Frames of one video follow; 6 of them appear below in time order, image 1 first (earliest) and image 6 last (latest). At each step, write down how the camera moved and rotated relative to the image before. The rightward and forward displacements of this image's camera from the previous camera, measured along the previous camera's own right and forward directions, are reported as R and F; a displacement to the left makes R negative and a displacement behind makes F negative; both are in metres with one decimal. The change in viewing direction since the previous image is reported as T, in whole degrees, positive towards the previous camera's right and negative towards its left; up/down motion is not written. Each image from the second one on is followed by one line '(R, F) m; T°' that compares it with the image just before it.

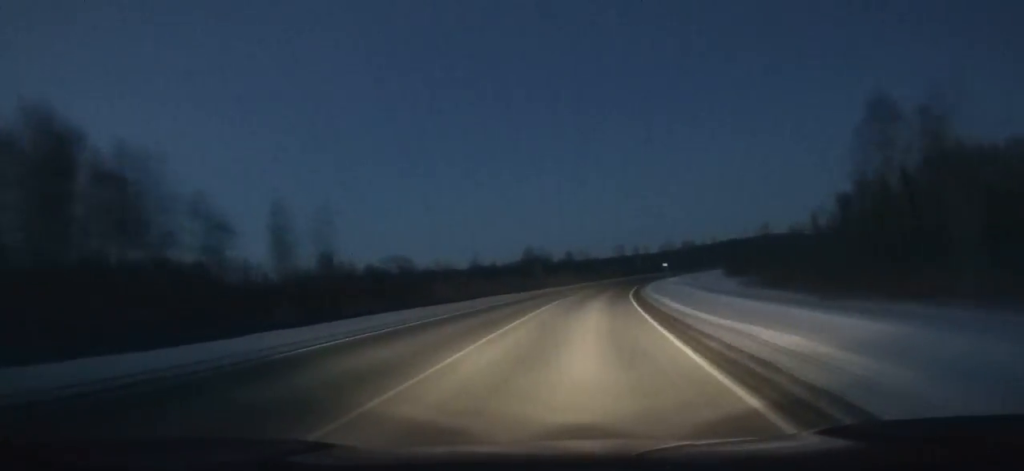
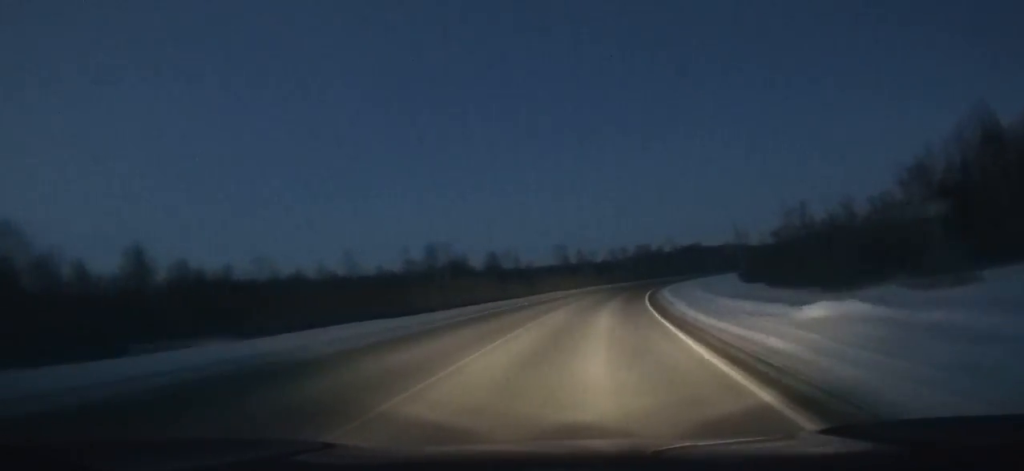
(+2.1, +53.0) m; +6°
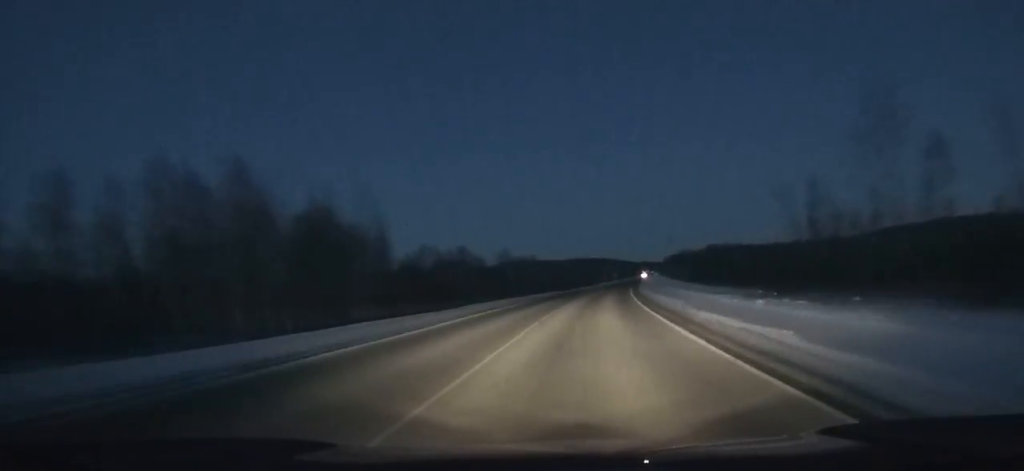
(+48.0, +191.2) m; +27°
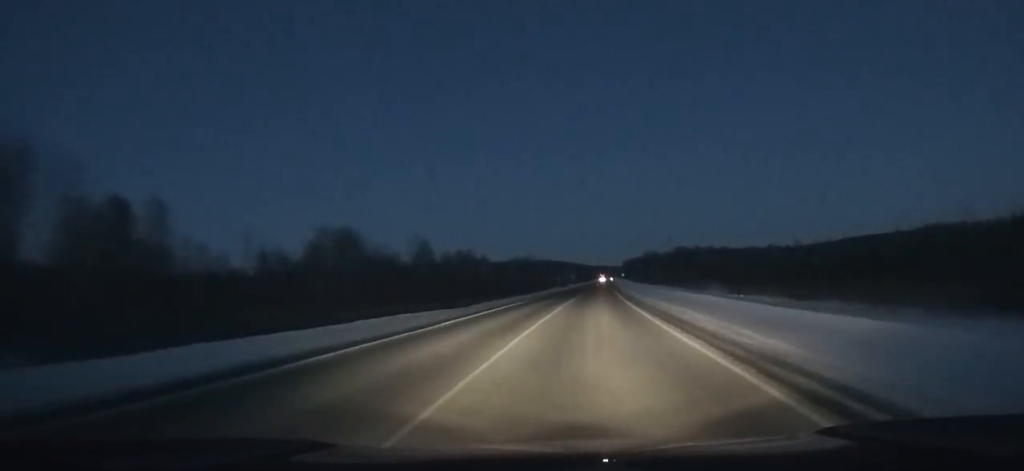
(+2.6, +55.0) m; +5°
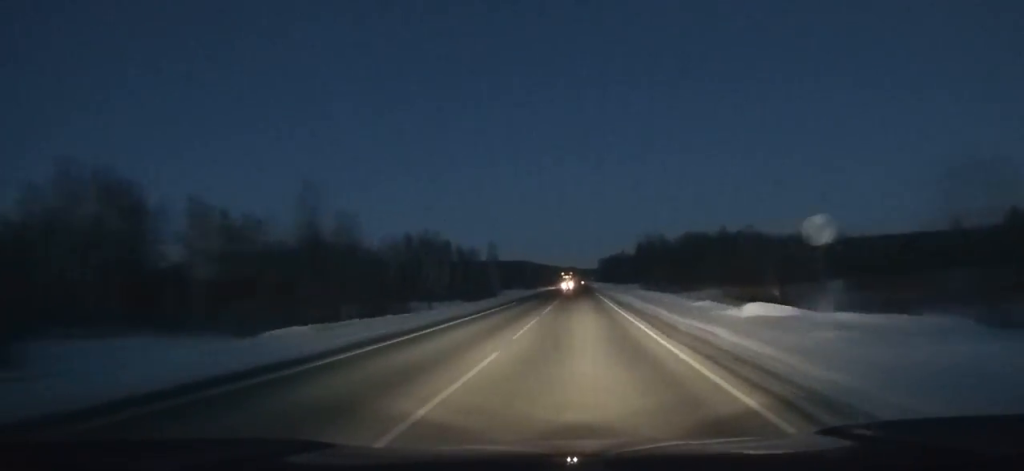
(+7.8, +157.4) m; +3°
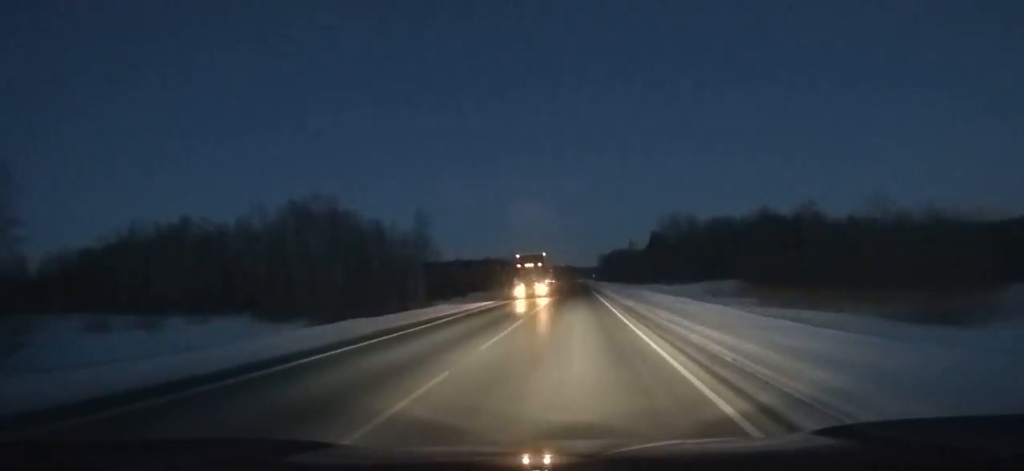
(-0.1, +64.7) m; 0°
